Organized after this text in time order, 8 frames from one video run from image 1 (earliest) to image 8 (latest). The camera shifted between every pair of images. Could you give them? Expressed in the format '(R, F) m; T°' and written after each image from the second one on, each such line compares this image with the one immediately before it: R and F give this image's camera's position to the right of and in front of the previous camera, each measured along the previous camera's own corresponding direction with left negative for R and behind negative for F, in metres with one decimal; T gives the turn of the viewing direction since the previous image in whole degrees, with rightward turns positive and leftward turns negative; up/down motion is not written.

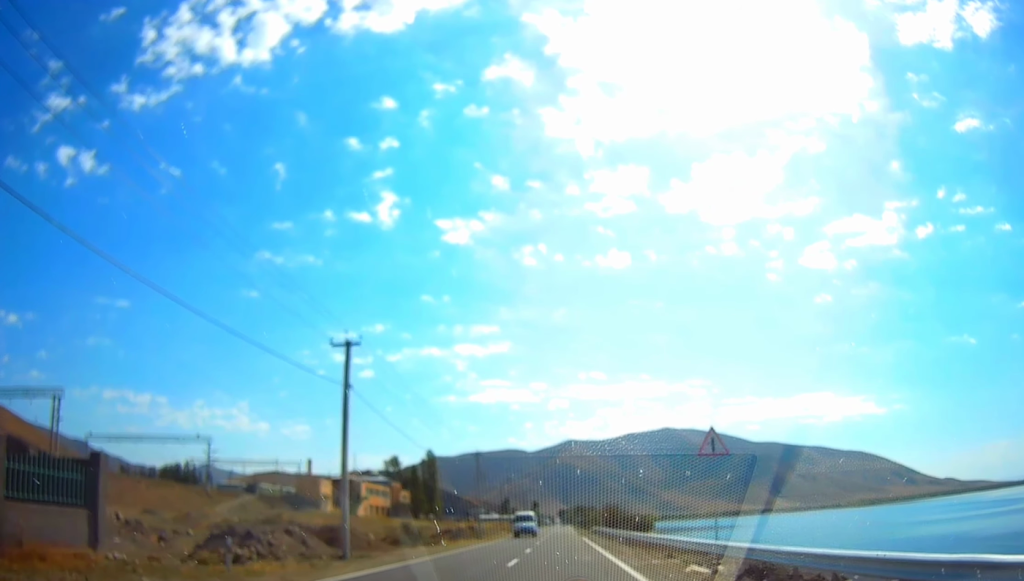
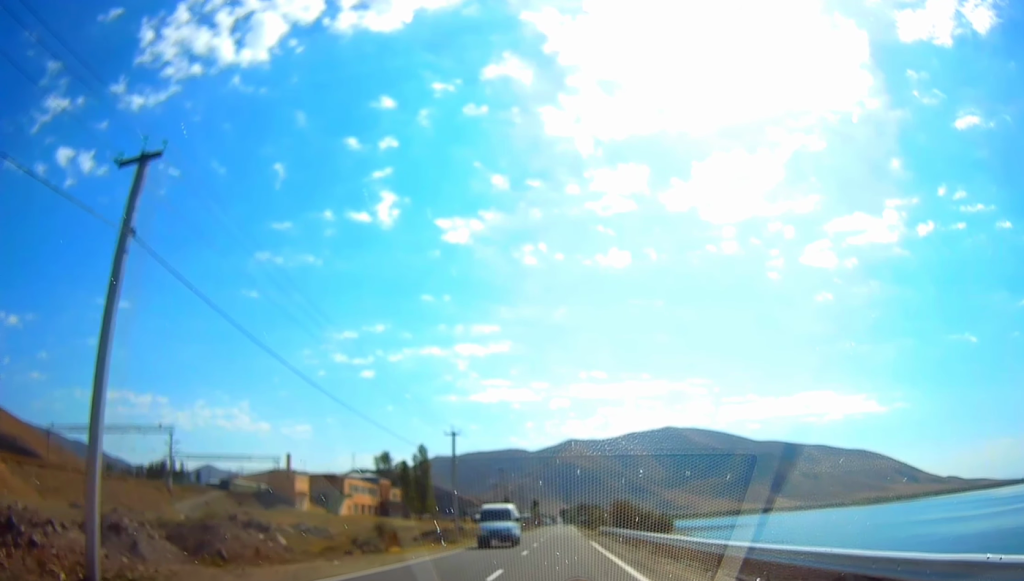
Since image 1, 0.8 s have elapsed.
(0.0, +14.5) m; 0°
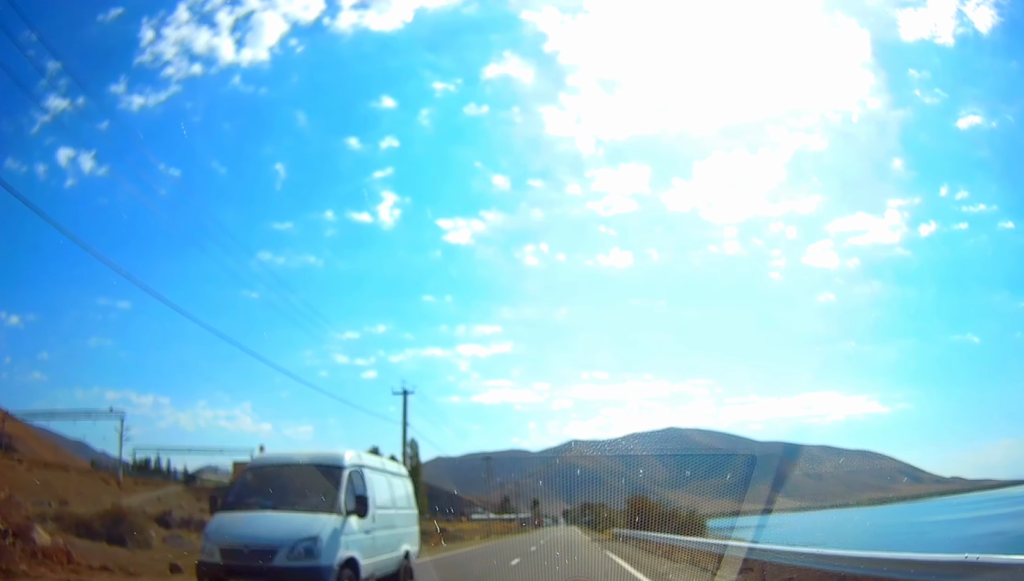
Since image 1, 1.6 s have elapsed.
(0.0, +15.4) m; 0°
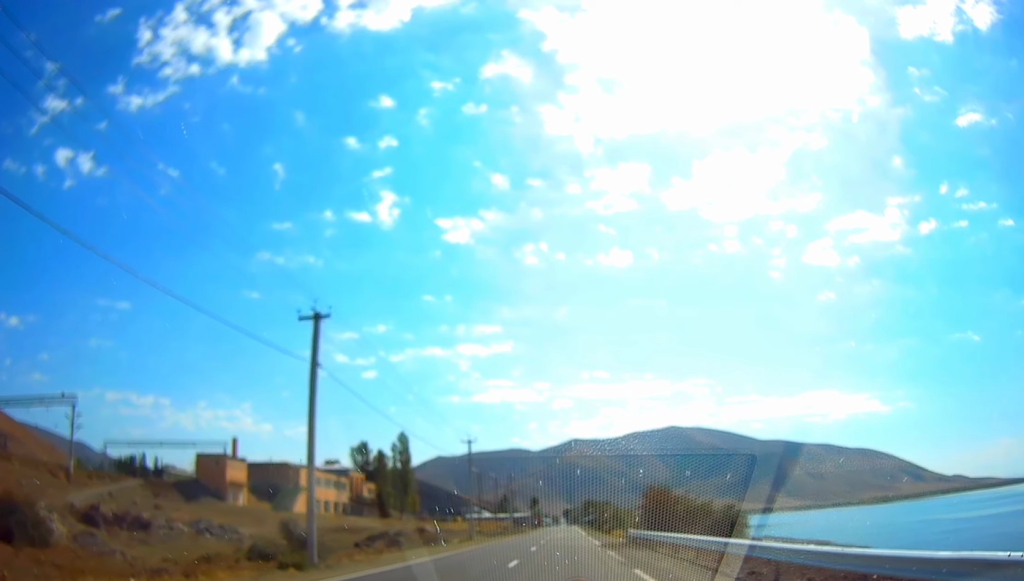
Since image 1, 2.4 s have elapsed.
(0.0, +13.1) m; 0°
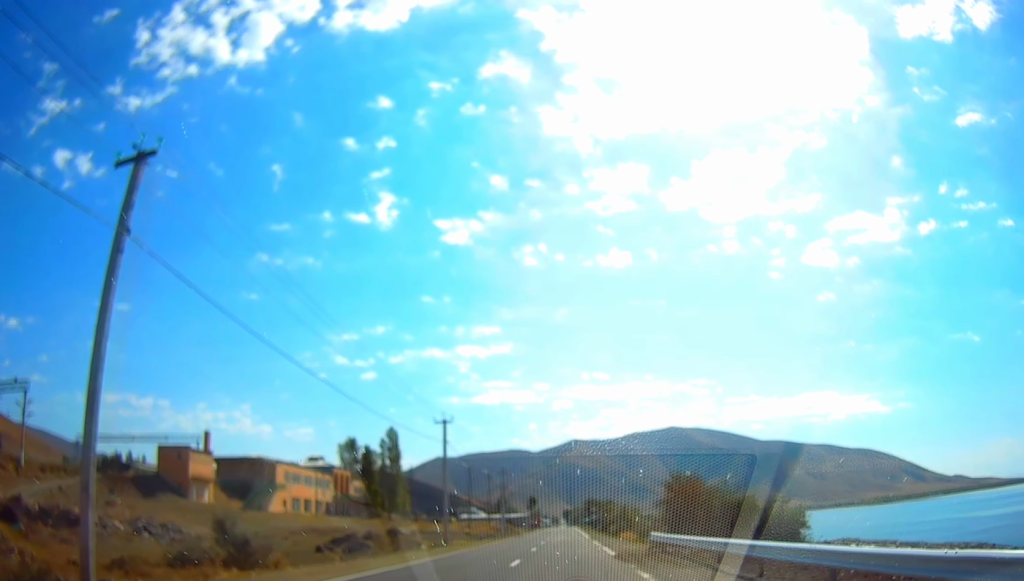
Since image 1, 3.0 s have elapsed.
(0.0, +10.9) m; 0°
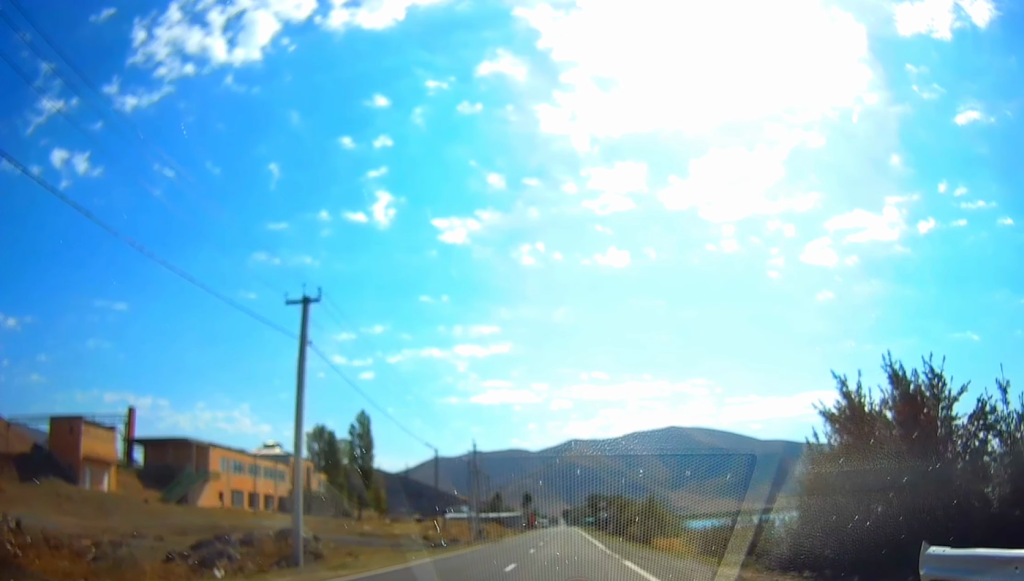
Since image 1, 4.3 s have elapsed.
(+0.1, +23.7) m; +1°
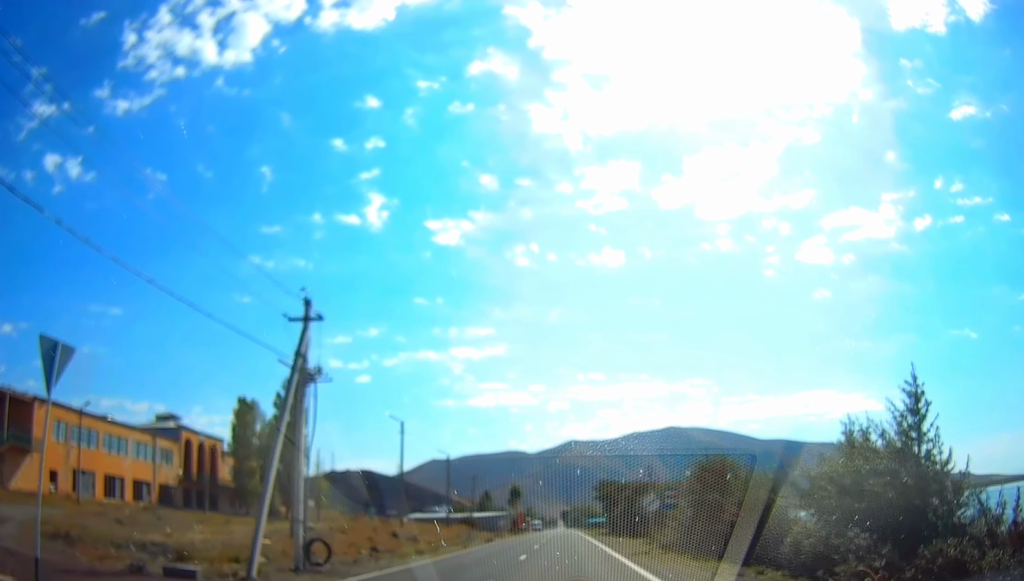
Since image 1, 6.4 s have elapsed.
(-0.5, +38.1) m; -2°
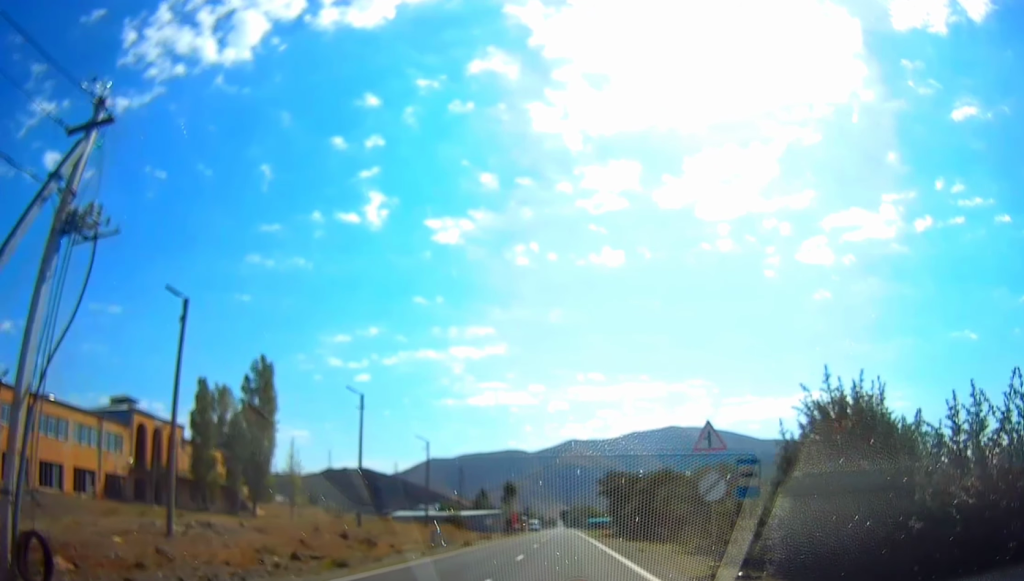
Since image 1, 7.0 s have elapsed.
(0.0, +11.6) m; 0°
